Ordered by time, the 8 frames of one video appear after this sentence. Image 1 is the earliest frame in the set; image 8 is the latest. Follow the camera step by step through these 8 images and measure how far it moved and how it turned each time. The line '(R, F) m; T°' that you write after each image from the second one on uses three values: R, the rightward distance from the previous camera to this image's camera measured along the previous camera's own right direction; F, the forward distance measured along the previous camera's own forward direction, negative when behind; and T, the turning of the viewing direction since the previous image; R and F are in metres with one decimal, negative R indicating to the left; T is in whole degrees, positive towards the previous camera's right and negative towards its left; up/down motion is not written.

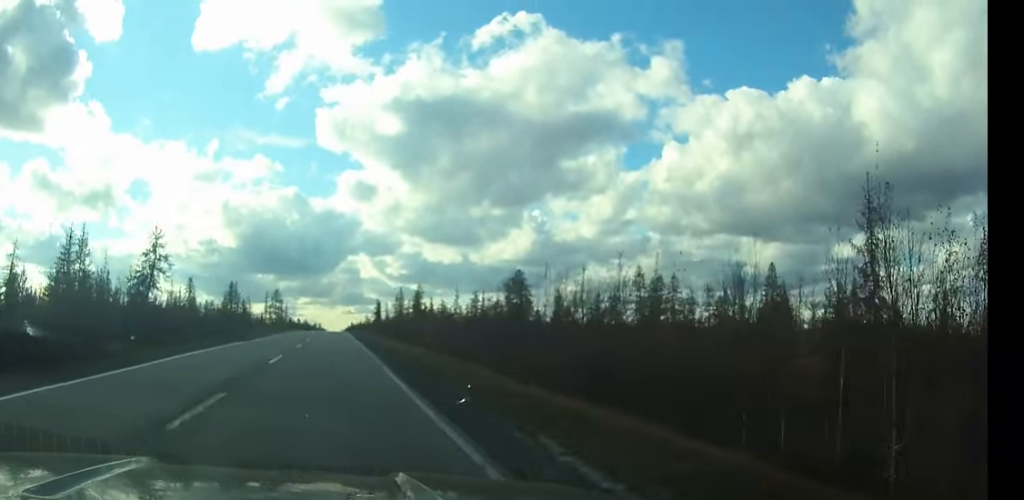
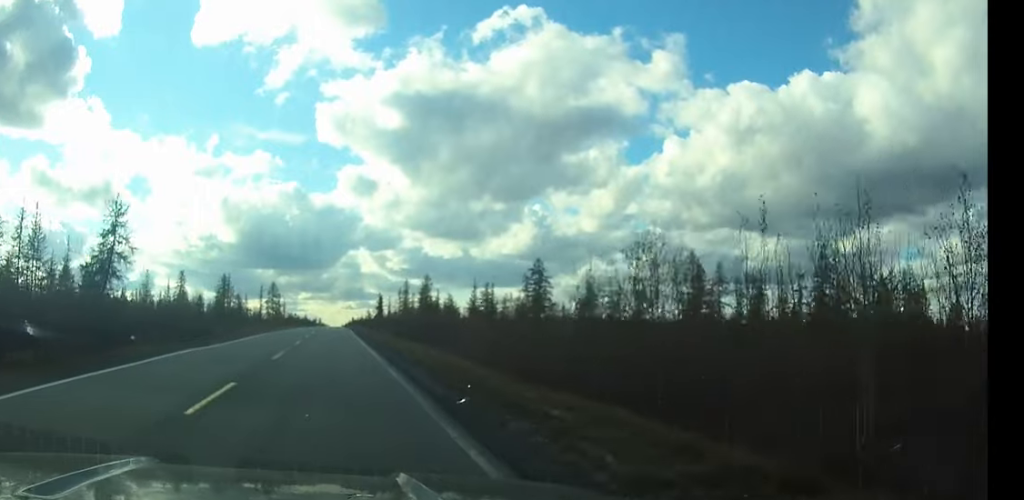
(0.0, +11.3) m; 0°
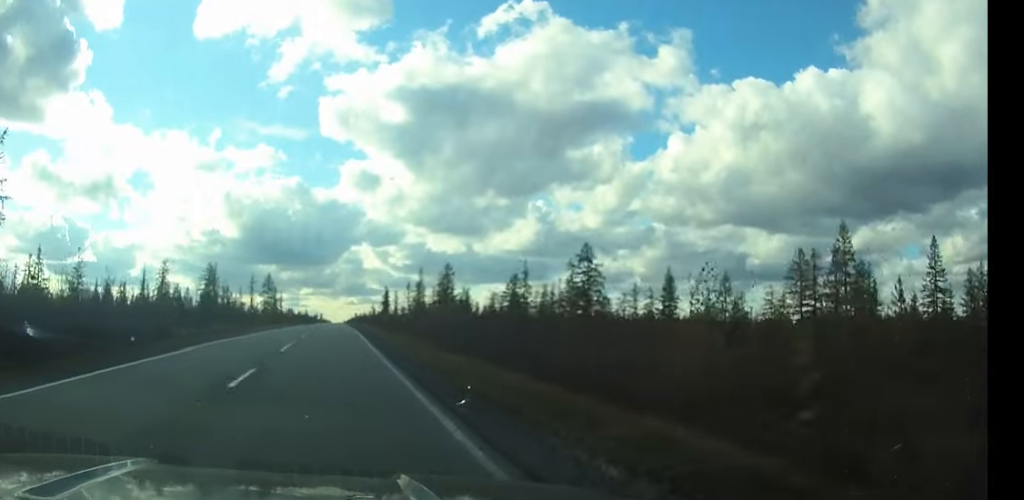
(-0.1, +21.9) m; 0°
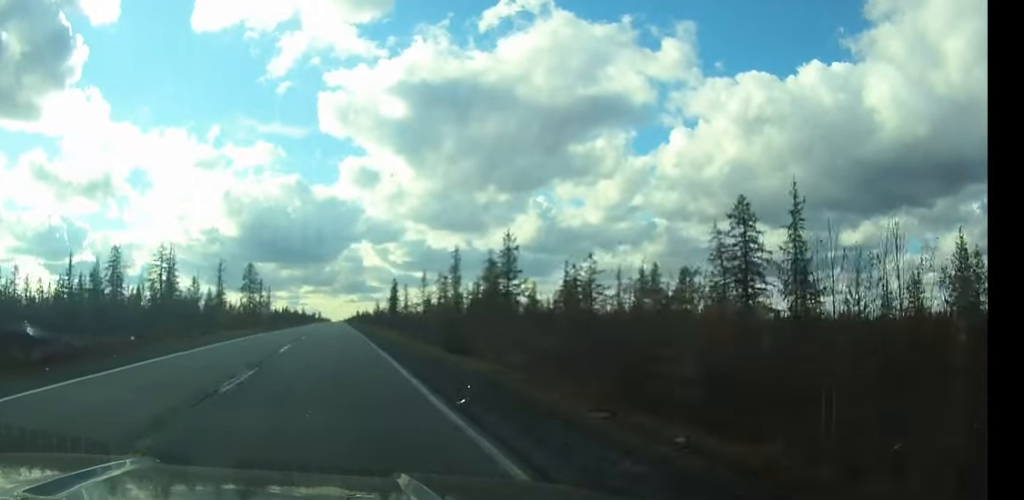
(+0.1, +37.4) m; 0°
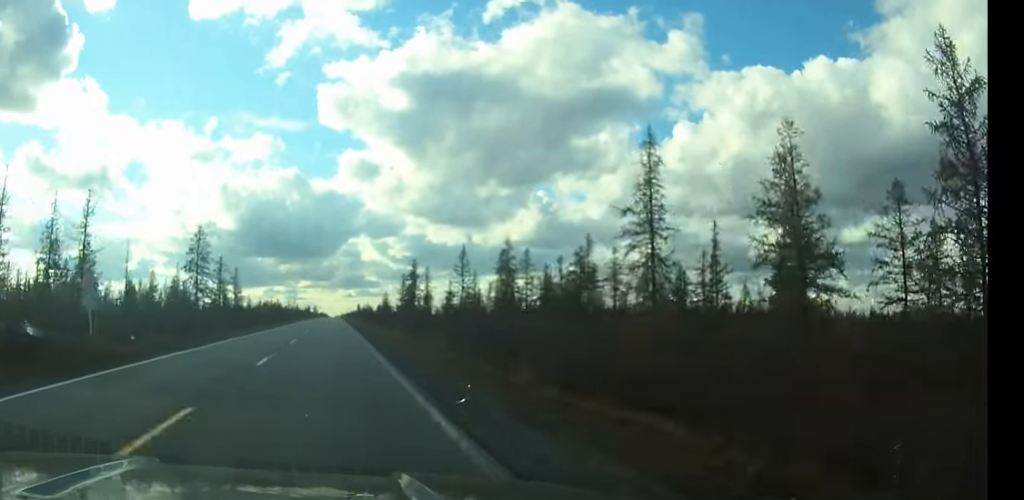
(0.0, +55.0) m; 0°
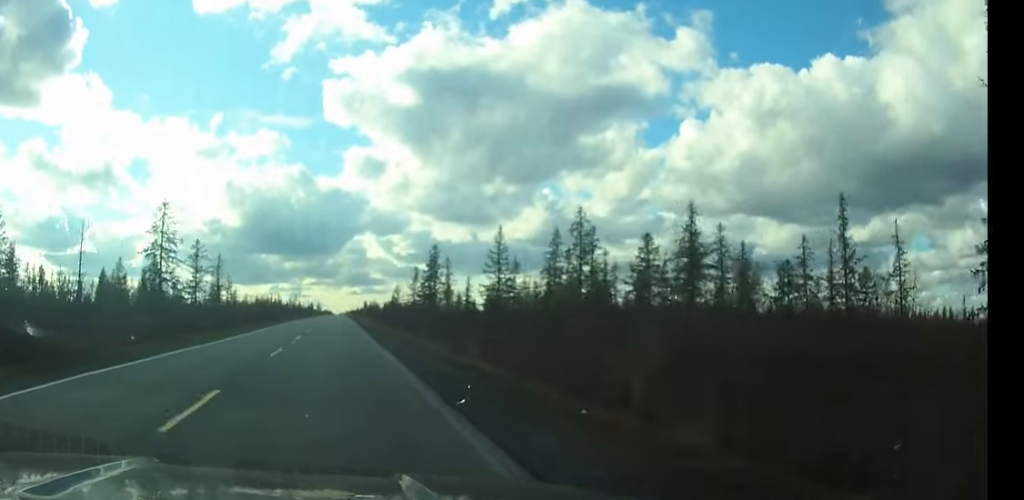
(0.0, +22.1) m; 0°
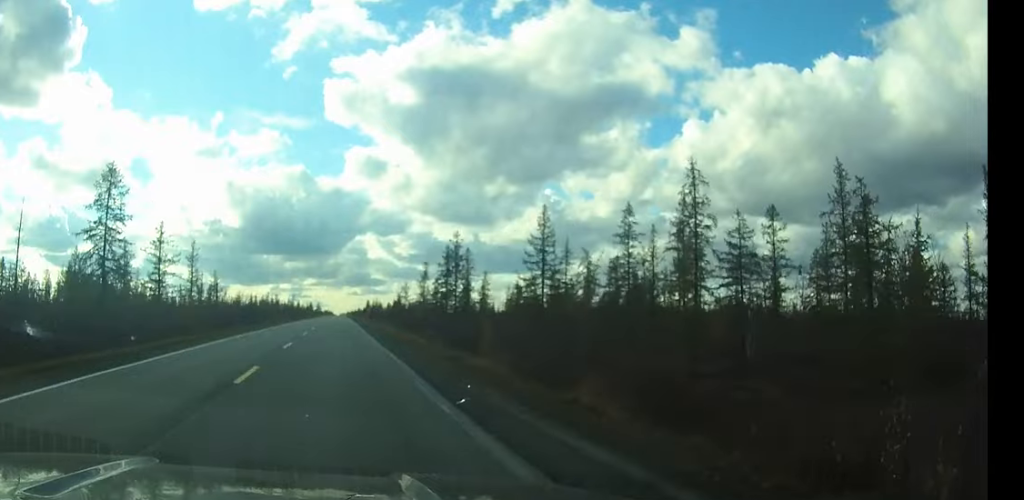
(0.0, +19.6) m; 0°
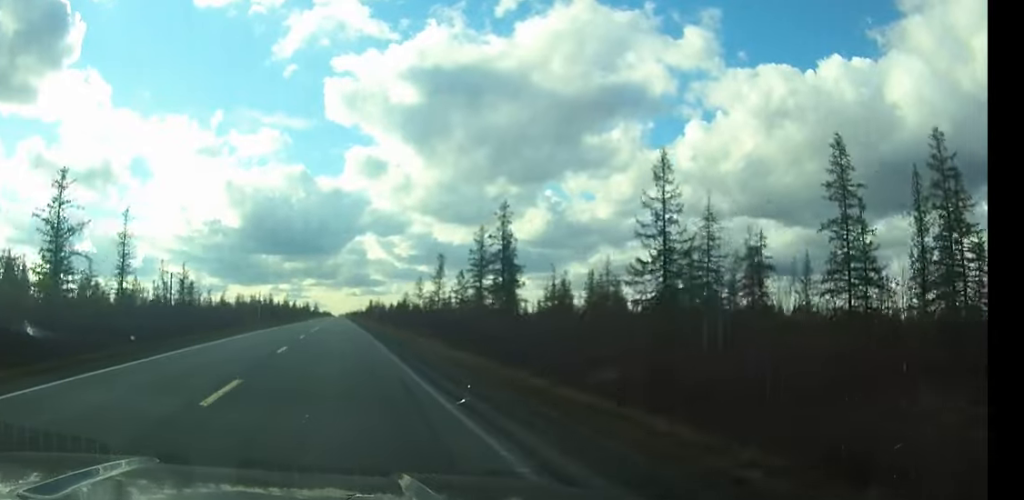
(0.0, +27.8) m; 0°
